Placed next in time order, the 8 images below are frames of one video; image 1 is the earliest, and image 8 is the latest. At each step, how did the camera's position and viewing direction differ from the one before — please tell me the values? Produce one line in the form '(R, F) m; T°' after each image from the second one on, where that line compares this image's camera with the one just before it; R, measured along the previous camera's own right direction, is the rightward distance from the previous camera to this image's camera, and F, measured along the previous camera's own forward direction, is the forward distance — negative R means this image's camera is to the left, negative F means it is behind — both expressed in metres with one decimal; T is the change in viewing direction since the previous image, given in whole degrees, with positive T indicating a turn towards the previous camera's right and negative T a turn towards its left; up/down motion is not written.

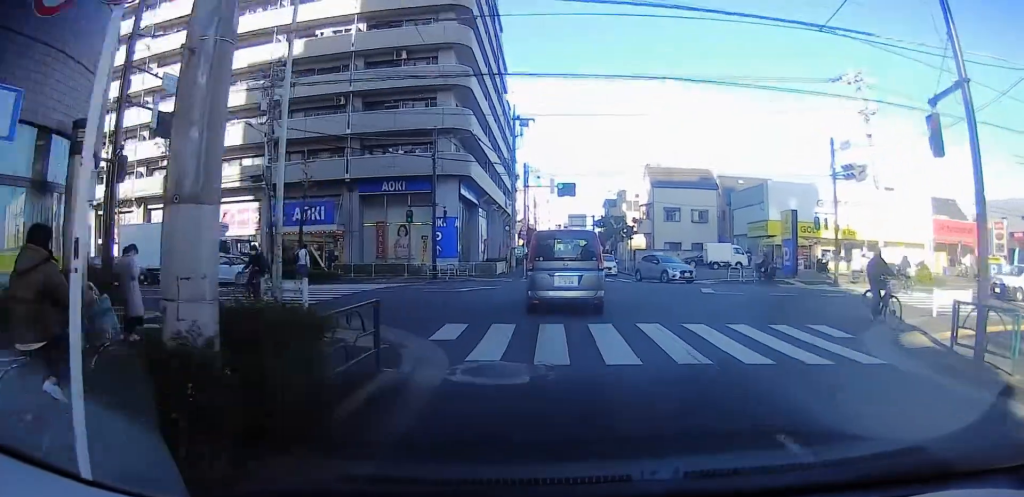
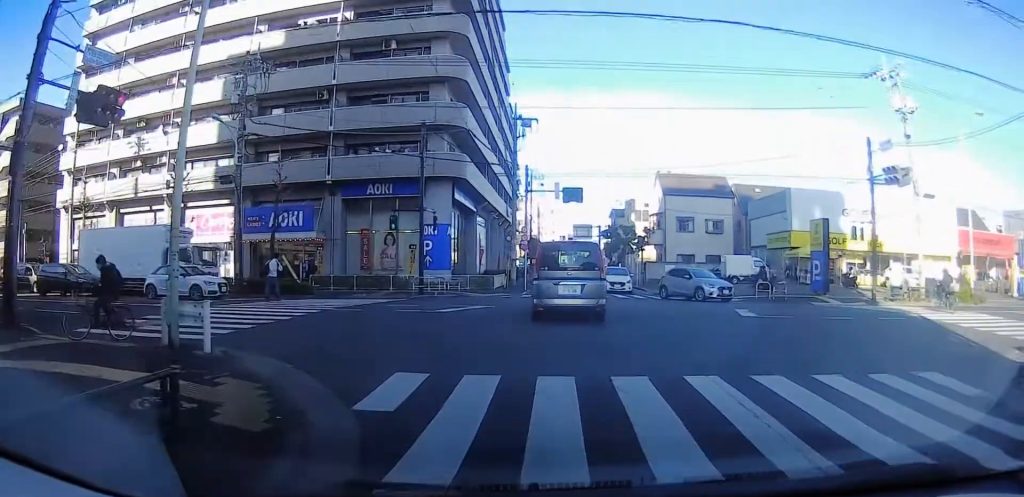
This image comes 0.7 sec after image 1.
(-0.1, +3.0) m; +1°
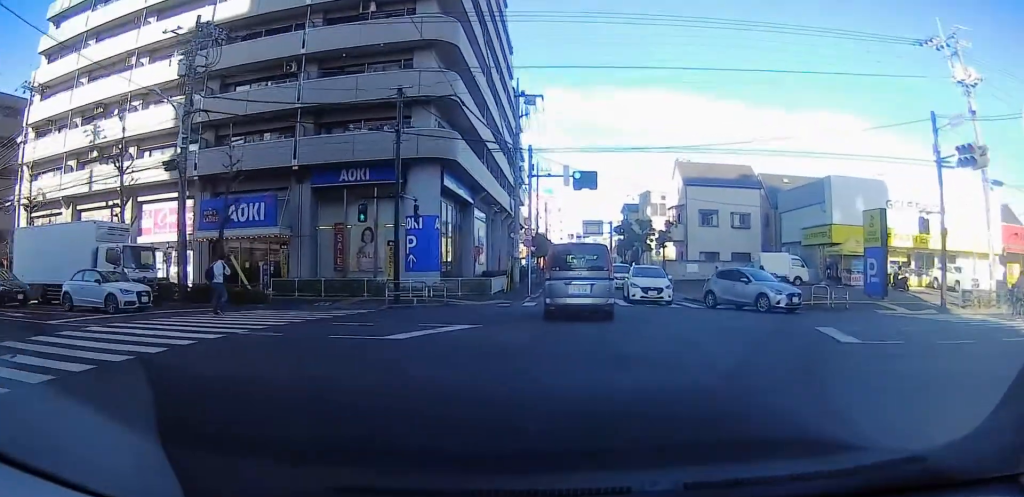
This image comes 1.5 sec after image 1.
(-0.1, +5.1) m; +10°
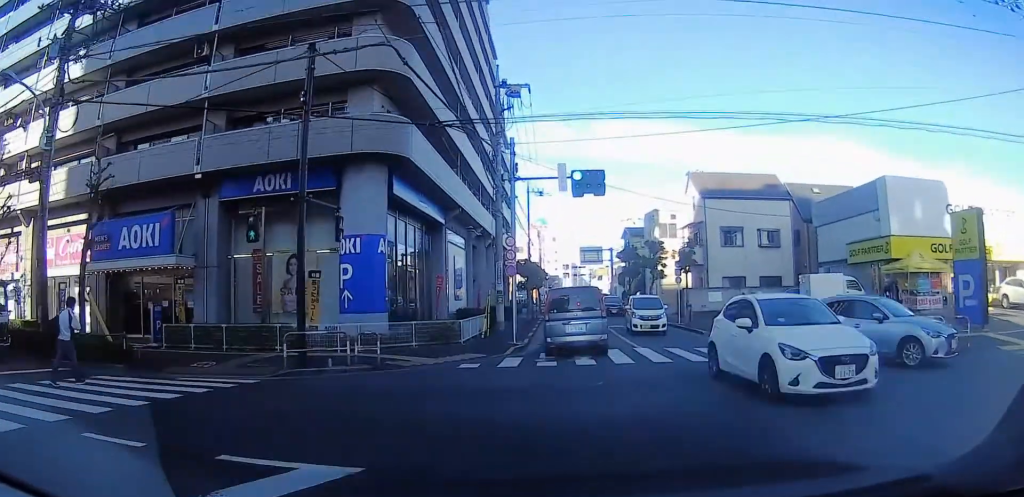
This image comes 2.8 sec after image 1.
(+1.4, +9.6) m; +8°
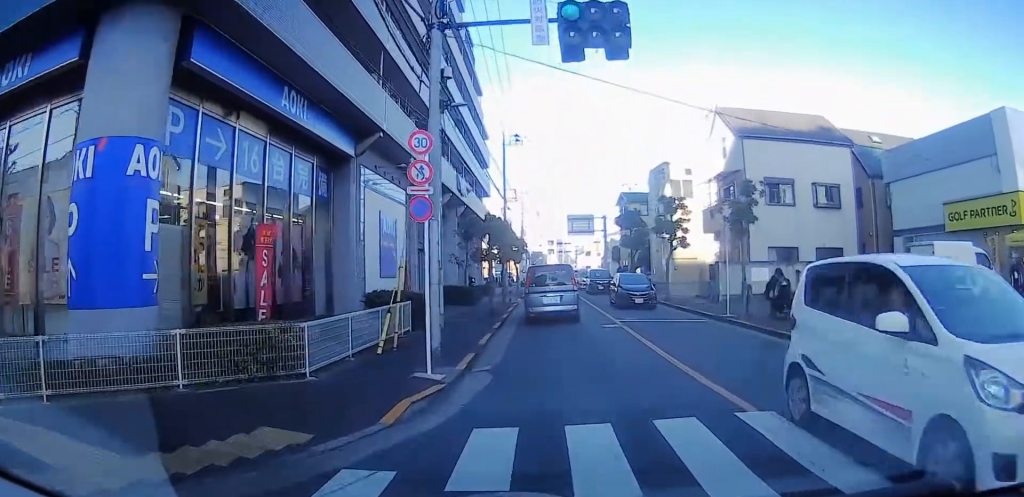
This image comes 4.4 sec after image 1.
(-0.1, +13.3) m; -1°
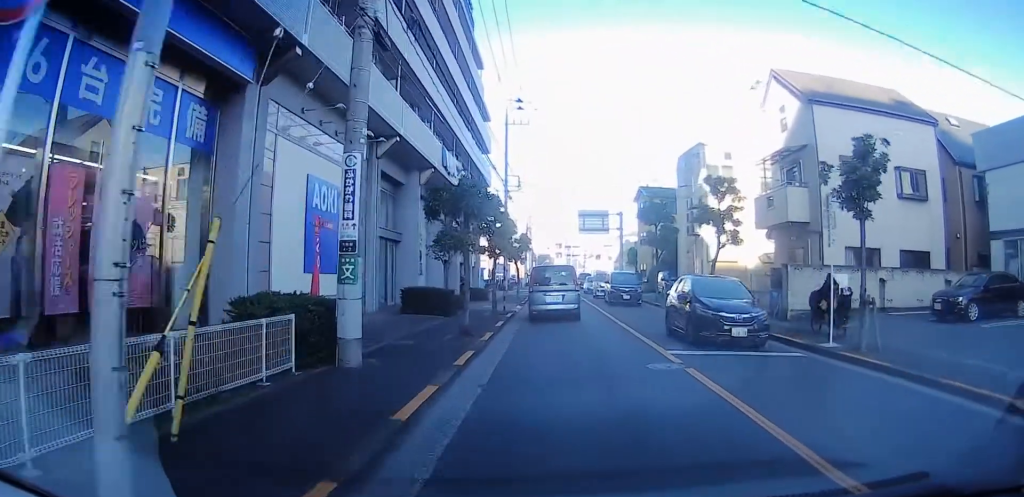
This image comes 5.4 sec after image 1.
(0.0, +9.3) m; 0°
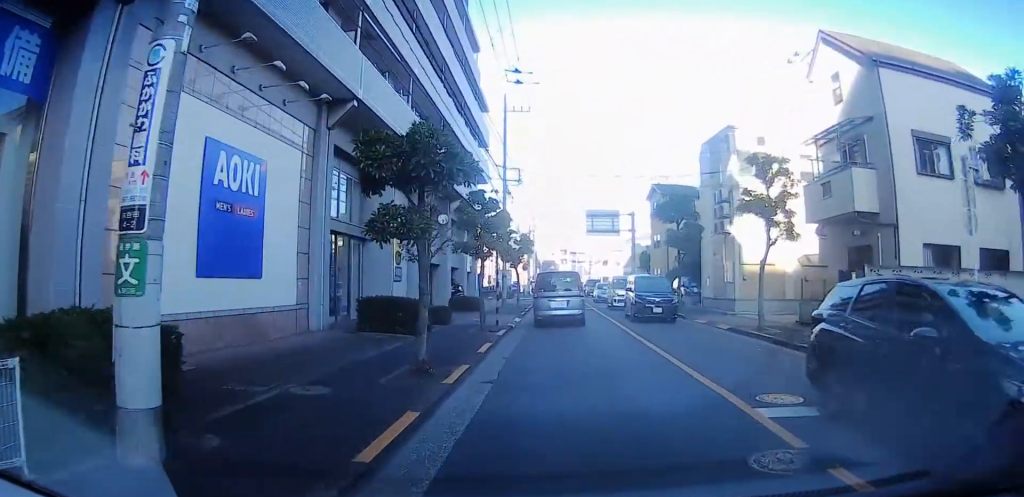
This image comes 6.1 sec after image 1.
(0.0, +6.9) m; 0°
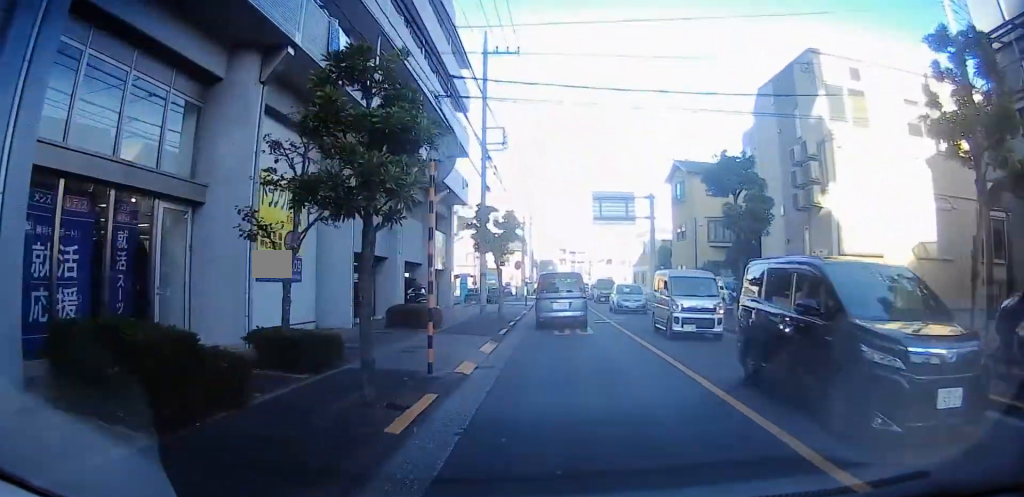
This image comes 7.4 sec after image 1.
(0.0, +14.0) m; 0°
